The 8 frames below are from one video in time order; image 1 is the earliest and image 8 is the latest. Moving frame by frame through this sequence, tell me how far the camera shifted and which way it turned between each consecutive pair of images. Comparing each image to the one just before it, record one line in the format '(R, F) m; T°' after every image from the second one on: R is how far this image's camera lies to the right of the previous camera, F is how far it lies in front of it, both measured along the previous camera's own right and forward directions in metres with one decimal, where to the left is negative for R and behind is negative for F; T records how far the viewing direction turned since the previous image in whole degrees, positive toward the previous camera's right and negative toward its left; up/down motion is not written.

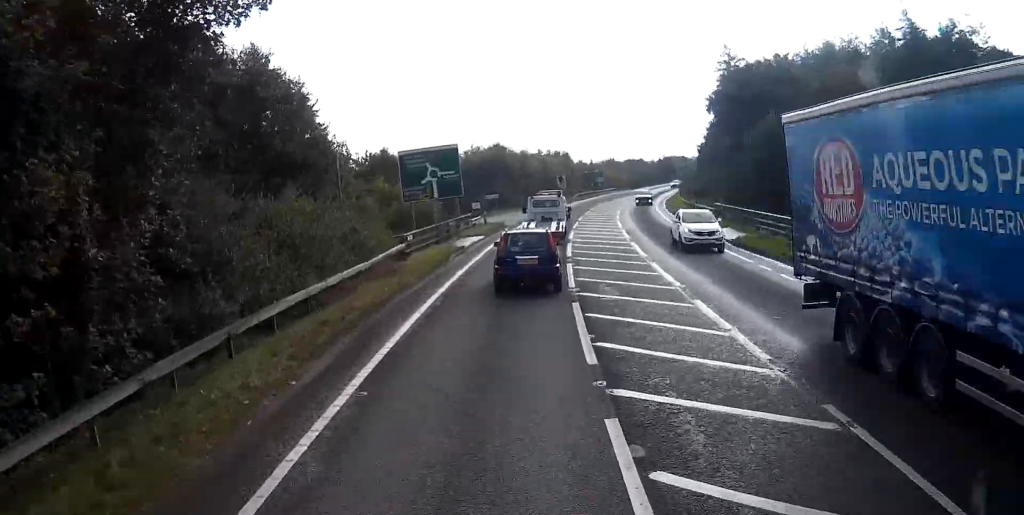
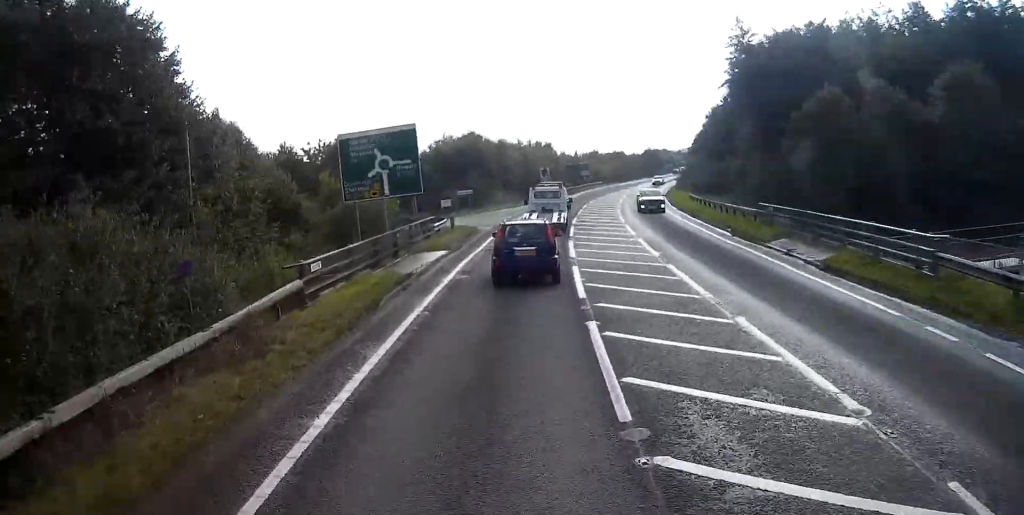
(+0.2, +12.2) m; +1°
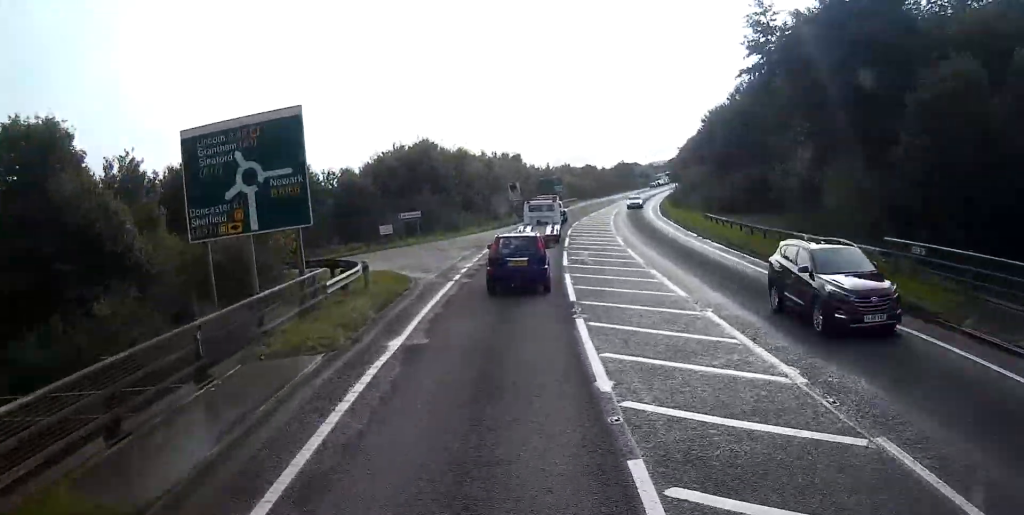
(0.0, +15.9) m; 0°
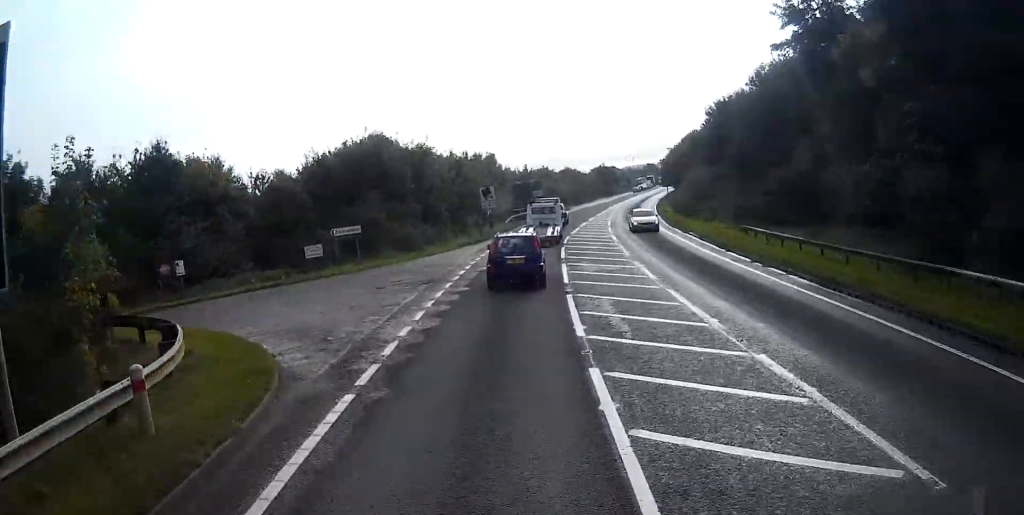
(0.0, +13.3) m; 0°
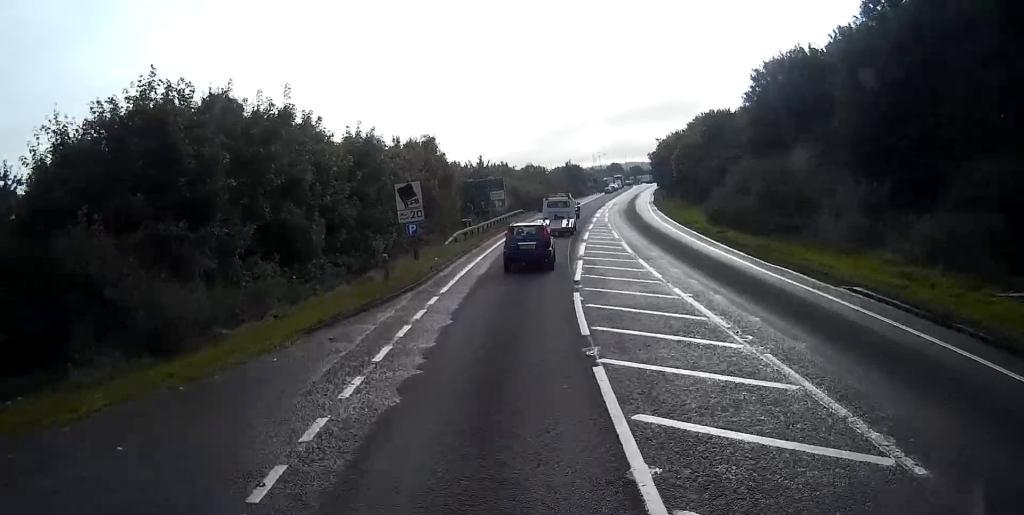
(0.0, +26.6) m; 0°
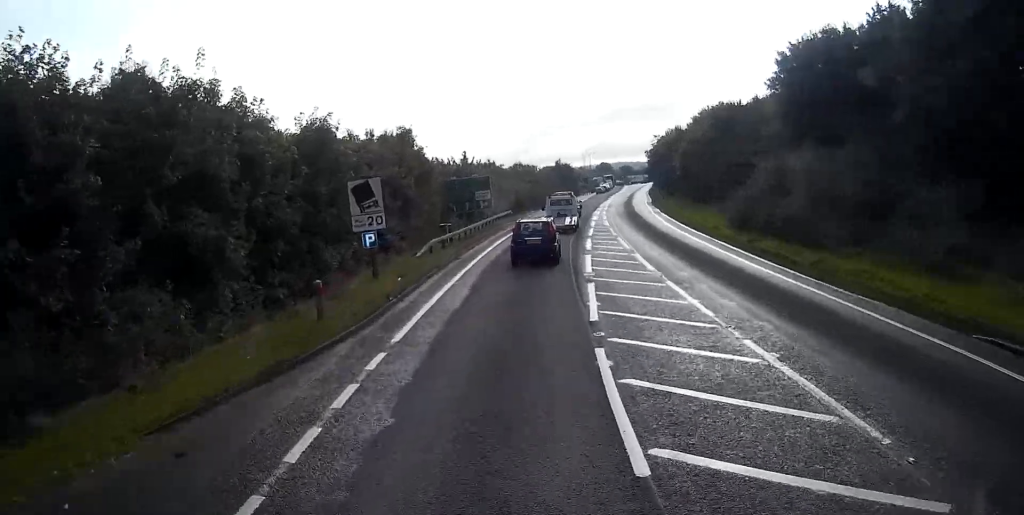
(0.0, +7.4) m; 0°
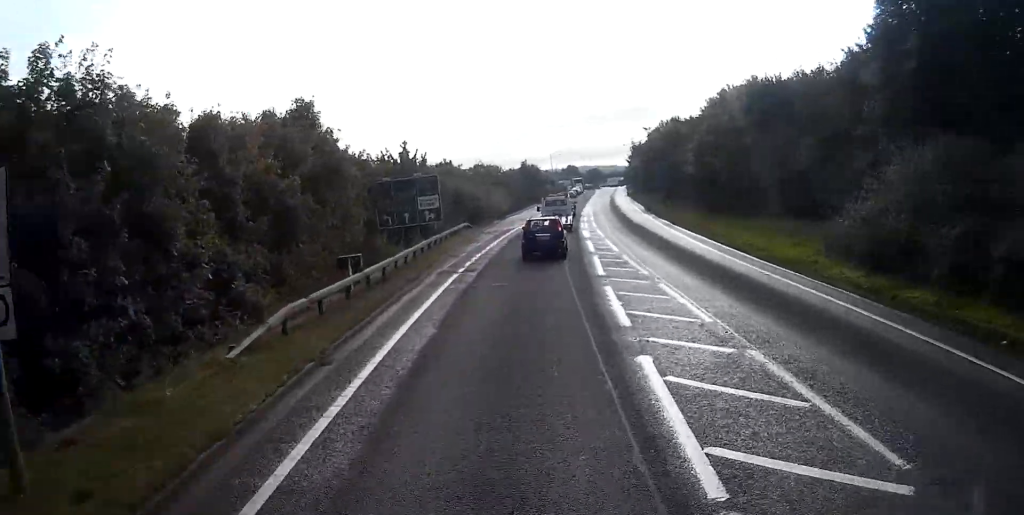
(0.0, +18.2) m; 0°
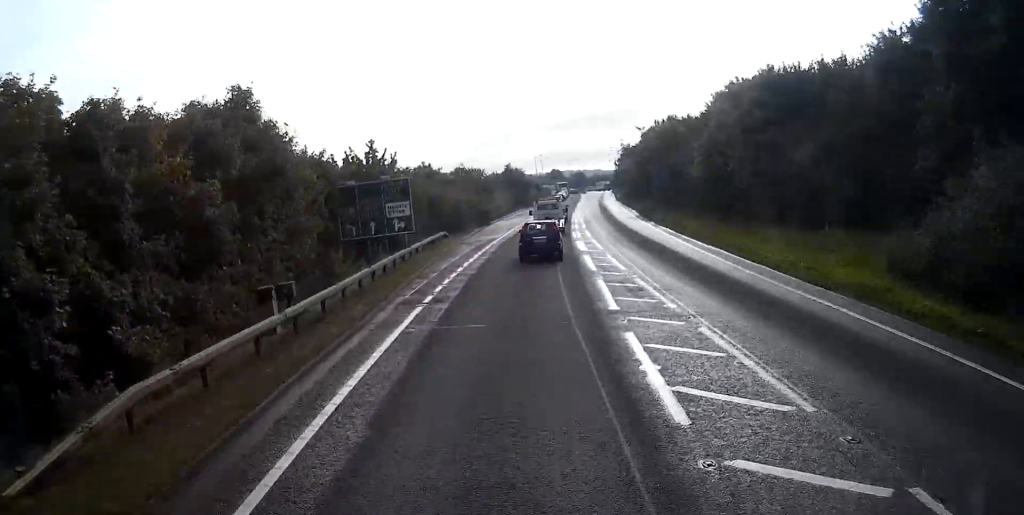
(0.0, +6.4) m; 0°
